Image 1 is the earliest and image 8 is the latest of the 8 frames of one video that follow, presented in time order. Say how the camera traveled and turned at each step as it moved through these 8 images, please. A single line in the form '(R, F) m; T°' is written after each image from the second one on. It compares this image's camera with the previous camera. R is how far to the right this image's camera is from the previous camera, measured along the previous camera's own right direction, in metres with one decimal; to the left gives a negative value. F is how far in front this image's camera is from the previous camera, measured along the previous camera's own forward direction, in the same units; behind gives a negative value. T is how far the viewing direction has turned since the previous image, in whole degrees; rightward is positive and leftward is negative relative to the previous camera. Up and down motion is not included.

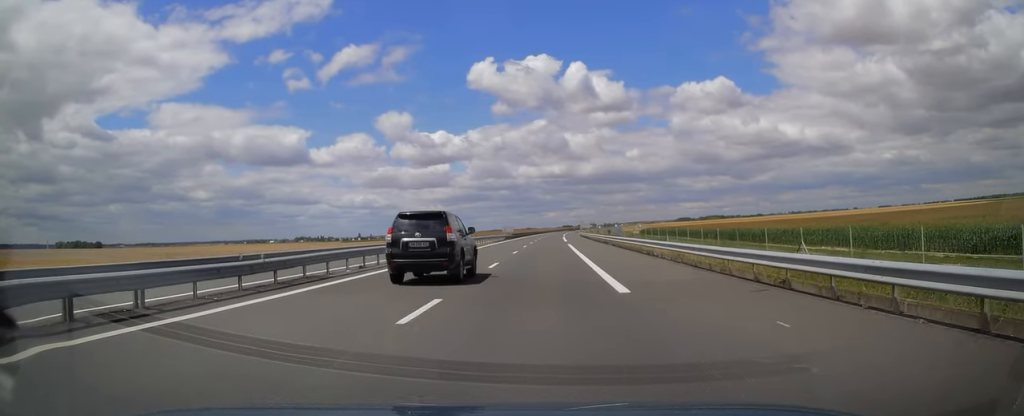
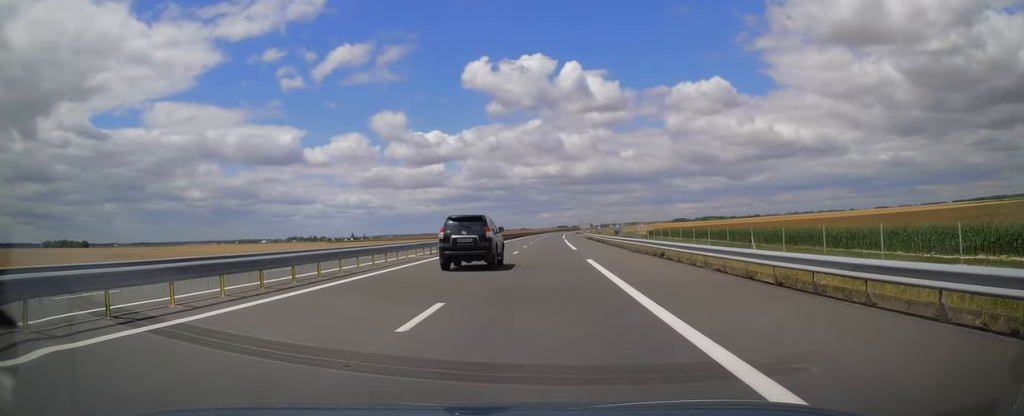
(0.0, +26.9) m; +1°
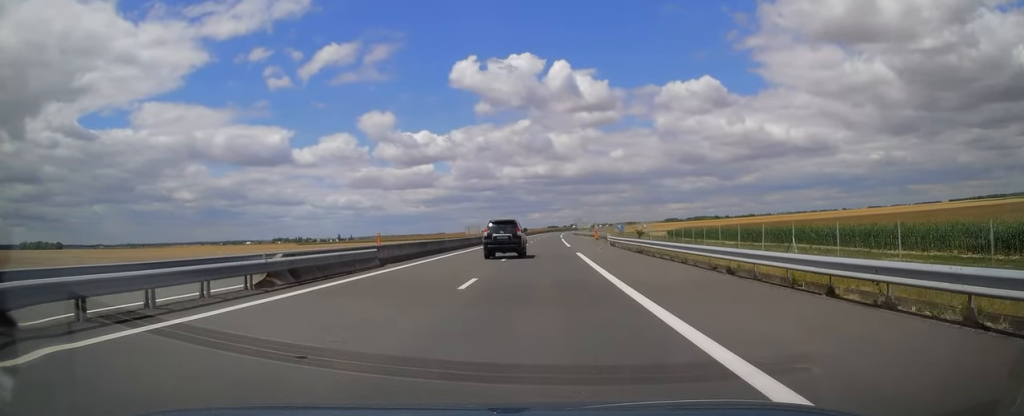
(+0.7, +46.6) m; +1°
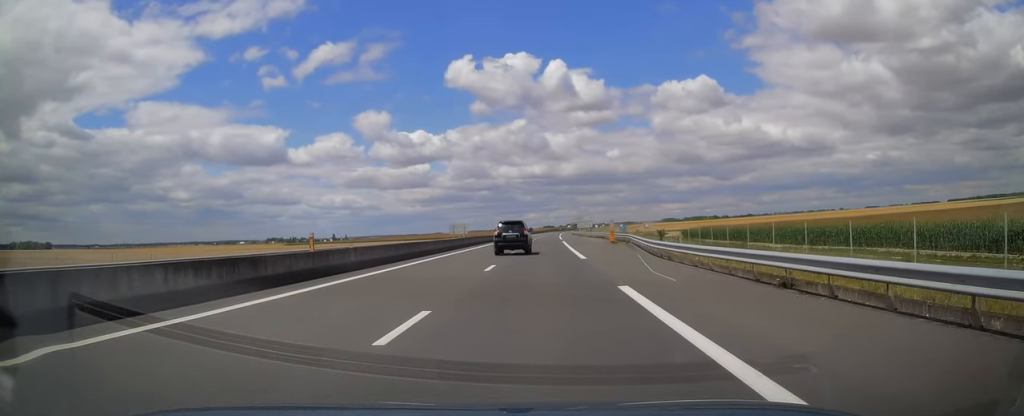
(0.0, +20.1) m; 0°
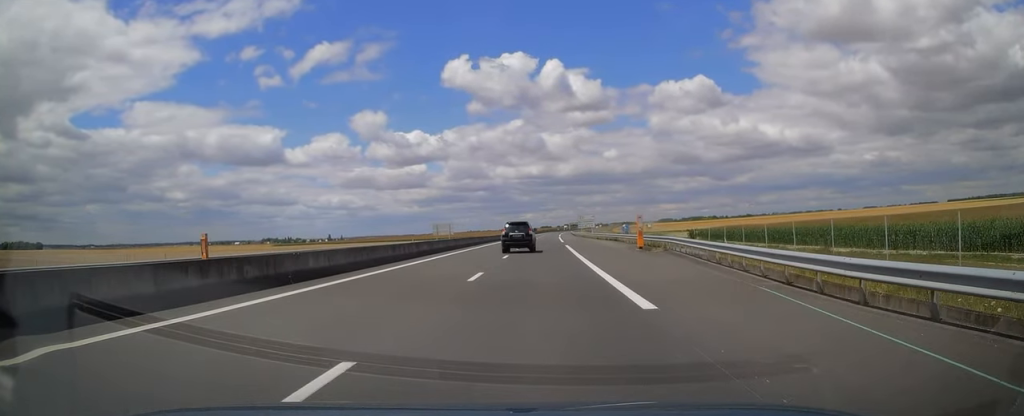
(0.0, +17.1) m; 0°
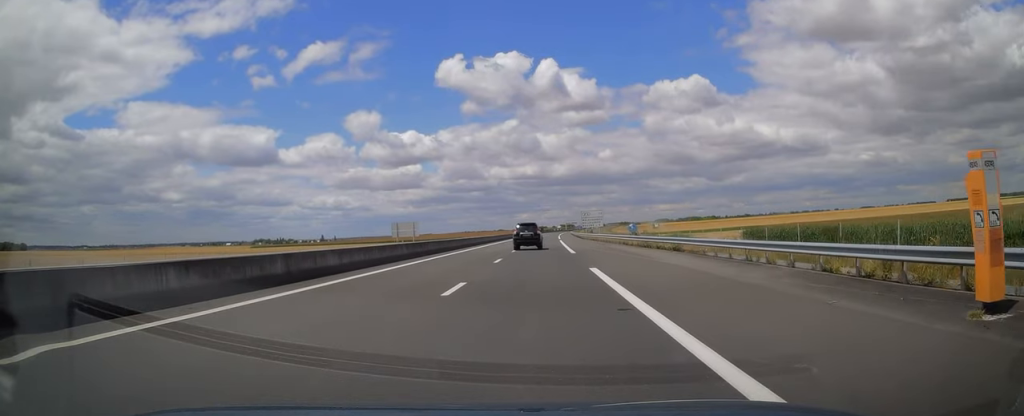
(+0.2, +29.8) m; +1°
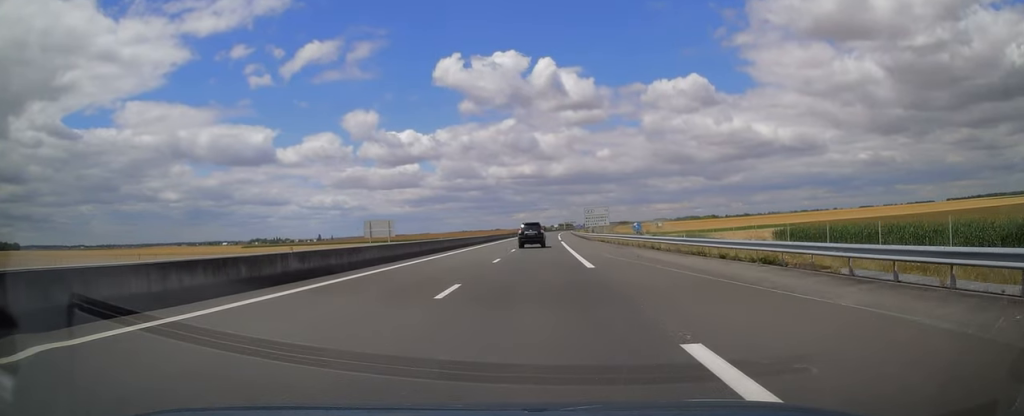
(+0.1, +13.7) m; 0°
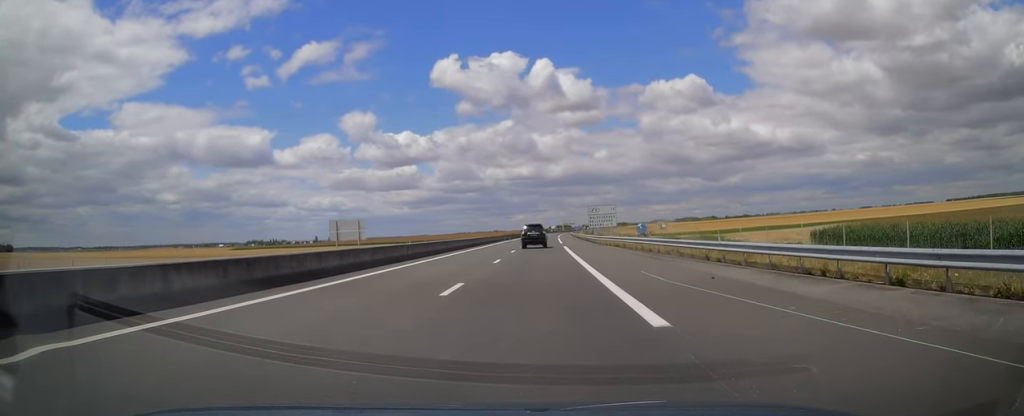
(0.0, +12.2) m; 0°
